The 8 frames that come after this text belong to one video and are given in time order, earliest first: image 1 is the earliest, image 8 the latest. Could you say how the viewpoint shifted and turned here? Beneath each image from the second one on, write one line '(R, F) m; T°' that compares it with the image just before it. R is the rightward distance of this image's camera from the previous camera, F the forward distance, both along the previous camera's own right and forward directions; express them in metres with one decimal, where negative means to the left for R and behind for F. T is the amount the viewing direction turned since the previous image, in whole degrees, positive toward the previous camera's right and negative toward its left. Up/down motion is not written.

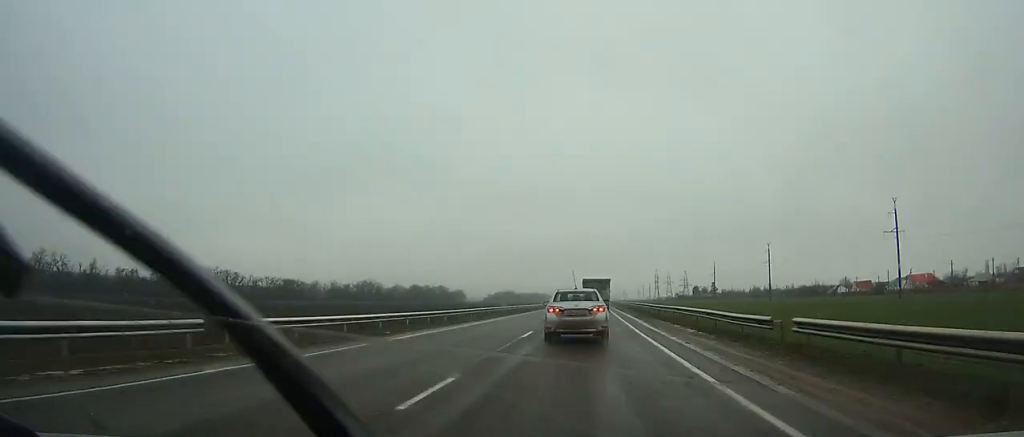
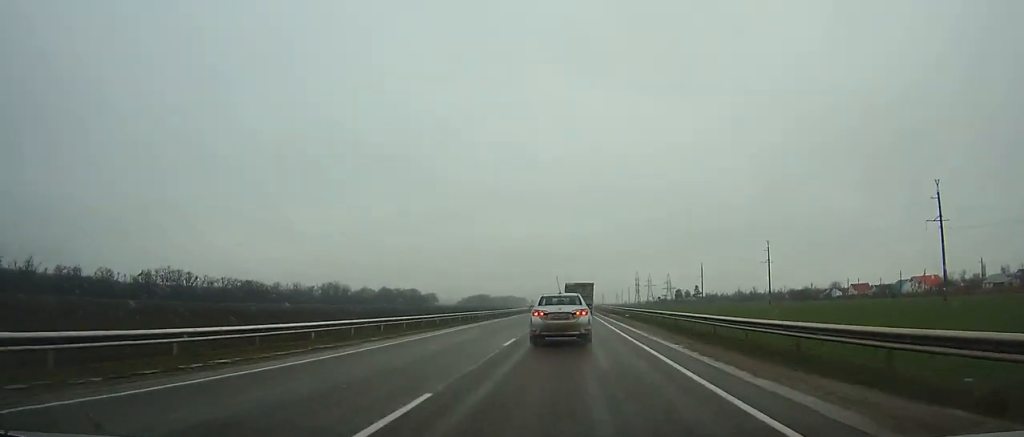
(+0.1, +25.9) m; +1°
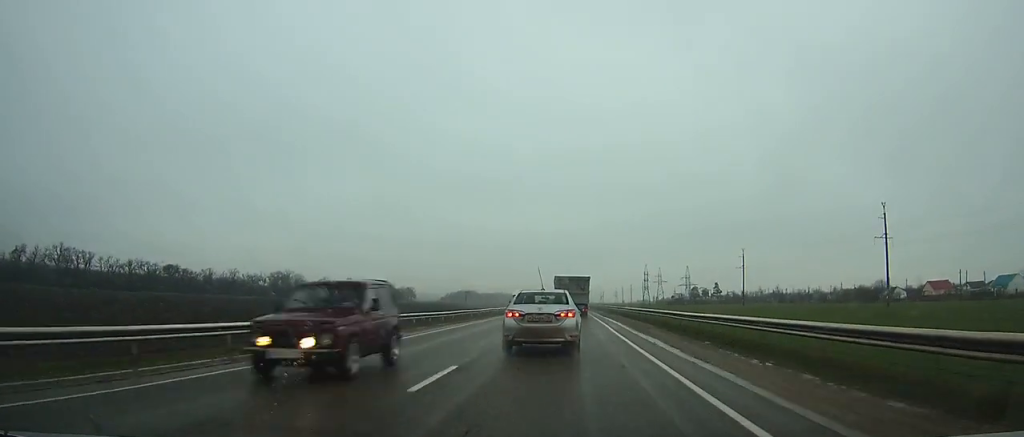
(+1.0, +78.5) m; +1°
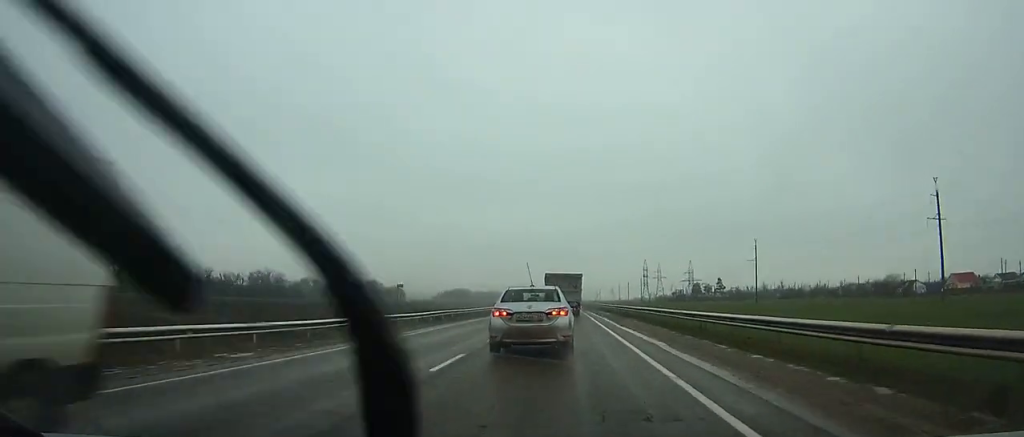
(0.0, +22.1) m; 0°
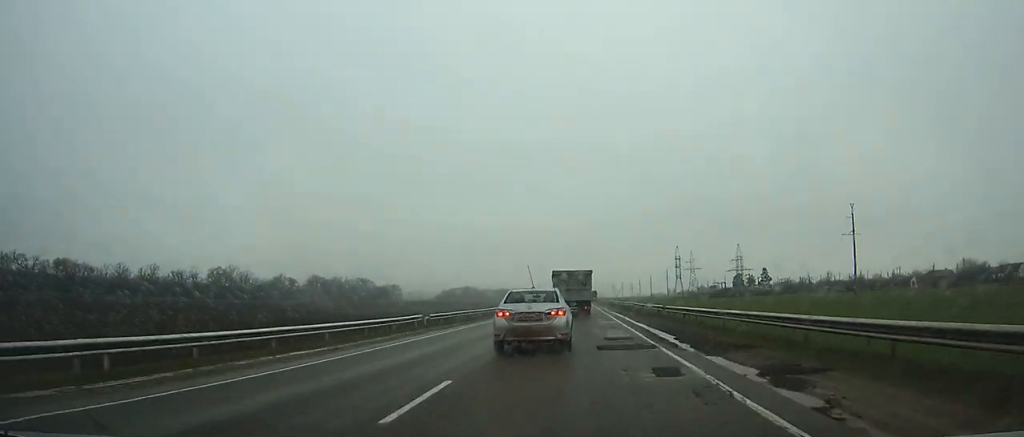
(-0.1, +66.9) m; 0°
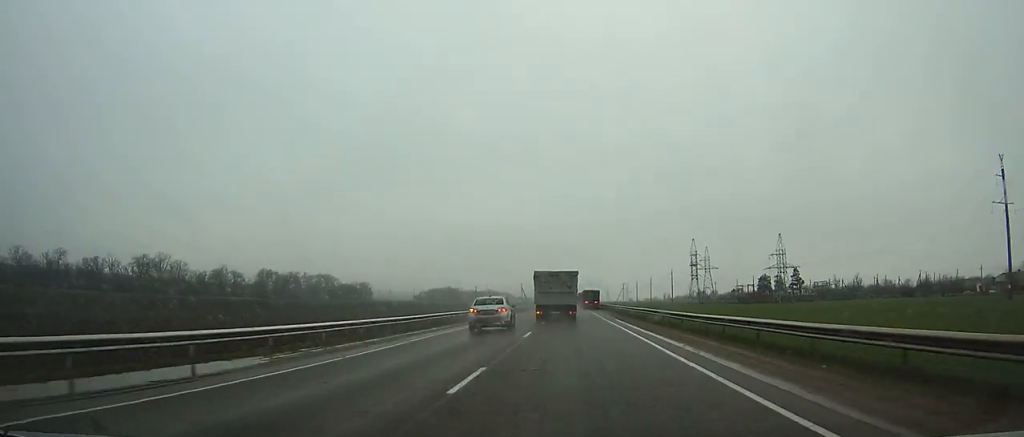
(0.0, +58.6) m; 0°
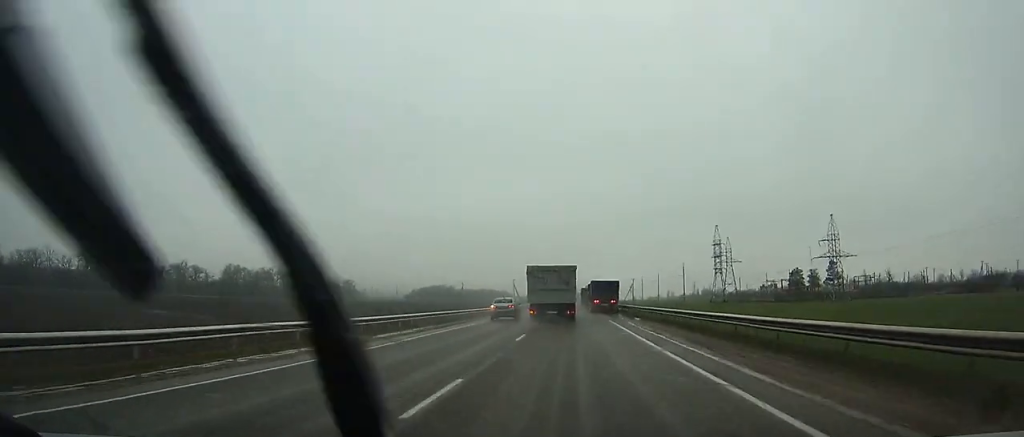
(0.0, +37.7) m; 0°
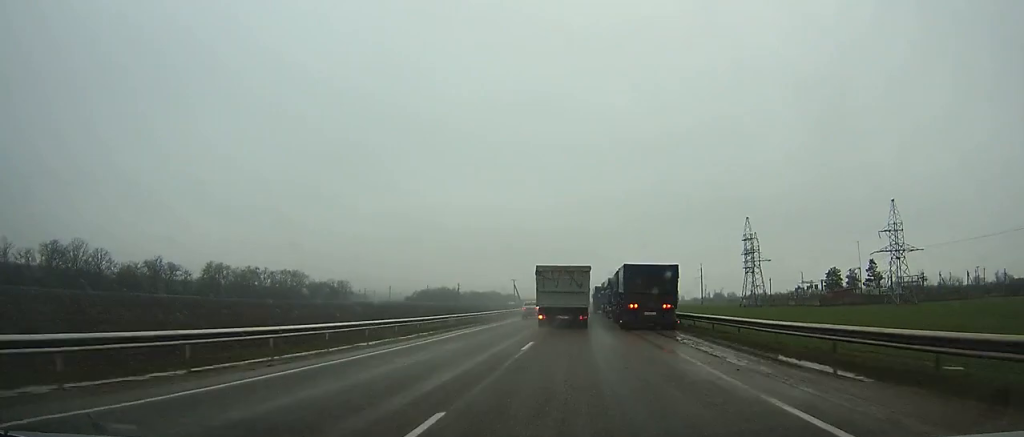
(-0.2, +26.1) m; 0°
